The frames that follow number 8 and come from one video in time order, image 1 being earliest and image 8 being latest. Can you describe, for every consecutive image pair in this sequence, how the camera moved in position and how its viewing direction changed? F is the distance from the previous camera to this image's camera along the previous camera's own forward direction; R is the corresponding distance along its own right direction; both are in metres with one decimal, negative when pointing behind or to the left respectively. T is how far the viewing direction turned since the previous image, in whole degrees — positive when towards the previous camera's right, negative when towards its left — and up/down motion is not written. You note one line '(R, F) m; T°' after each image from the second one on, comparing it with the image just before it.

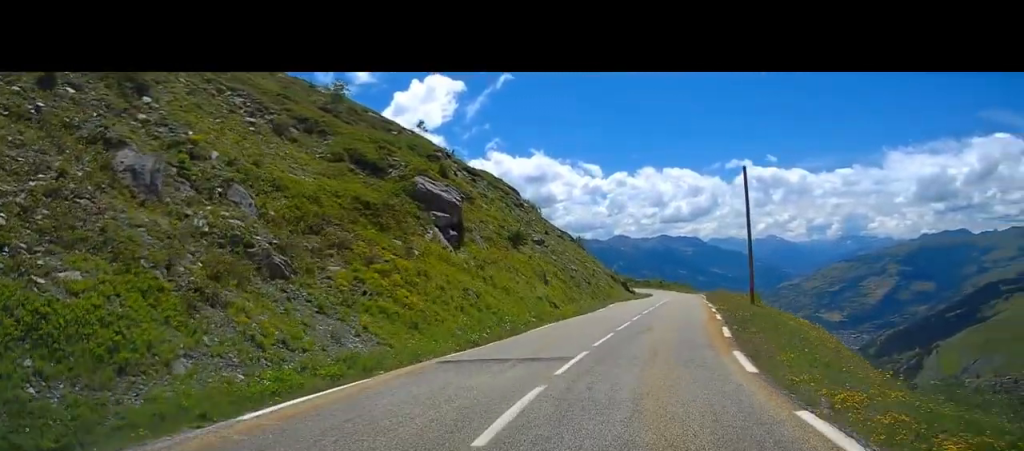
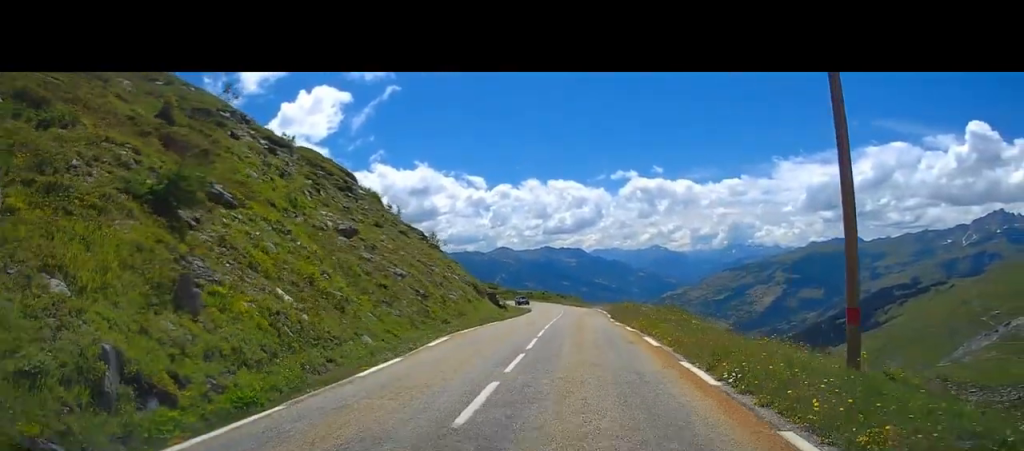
(+1.7, +20.6) m; +6°
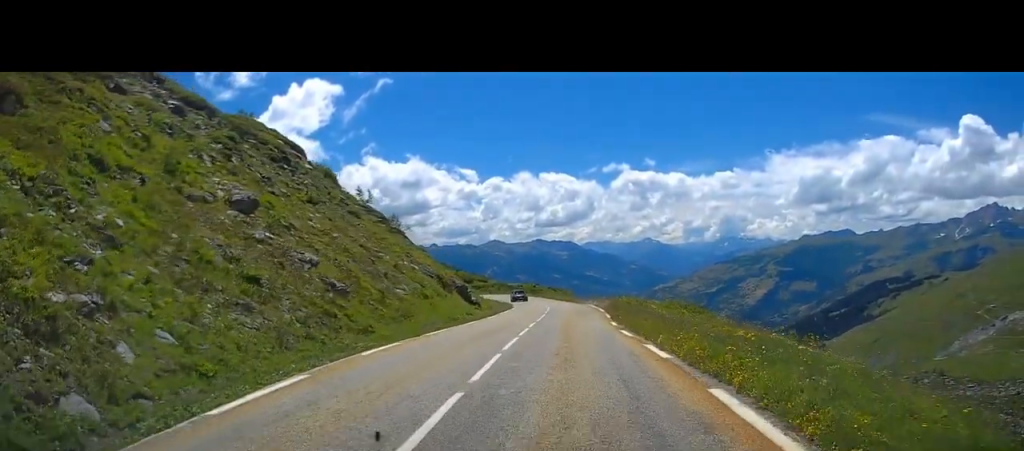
(+0.2, +10.3) m; +1°
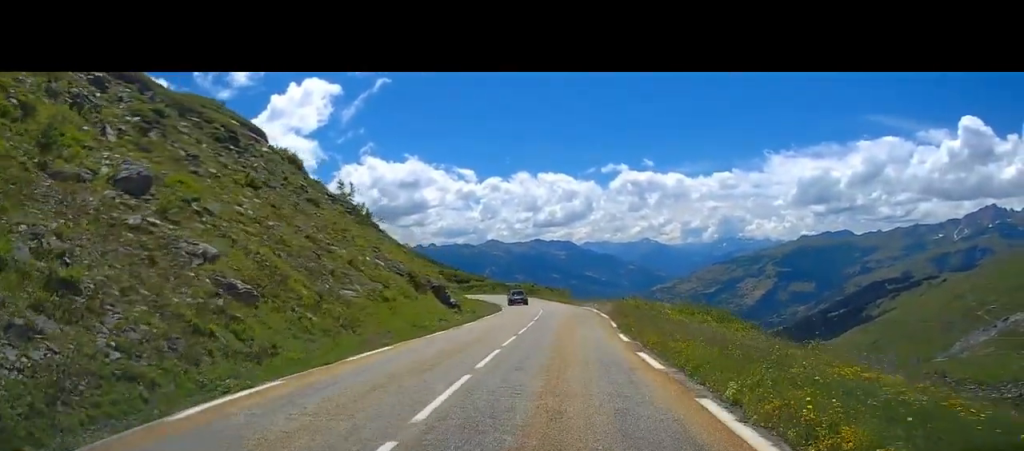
(0.0, +6.8) m; 0°
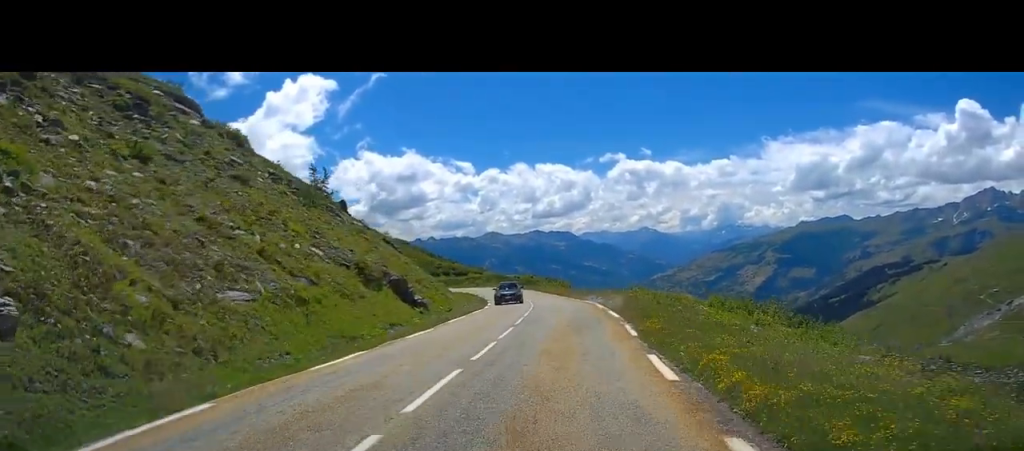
(-0.1, +8.6) m; 0°
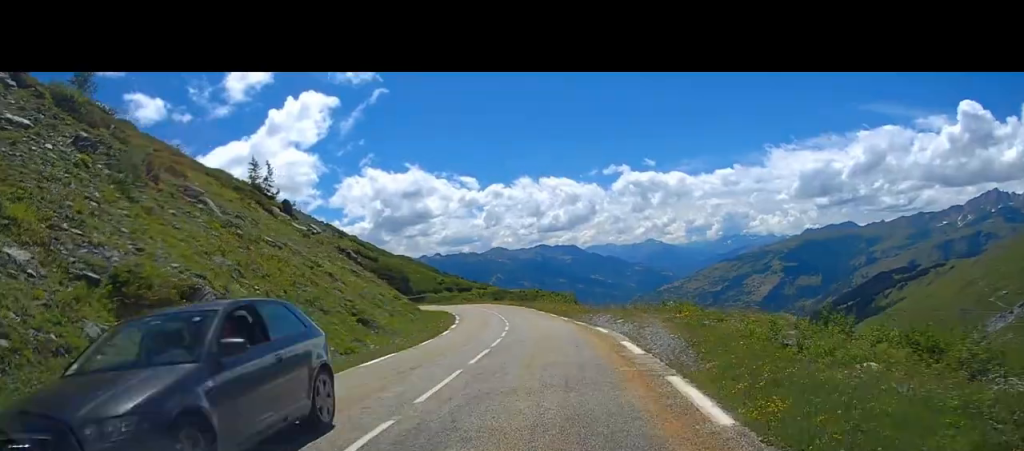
(-0.2, +16.4) m; -4°
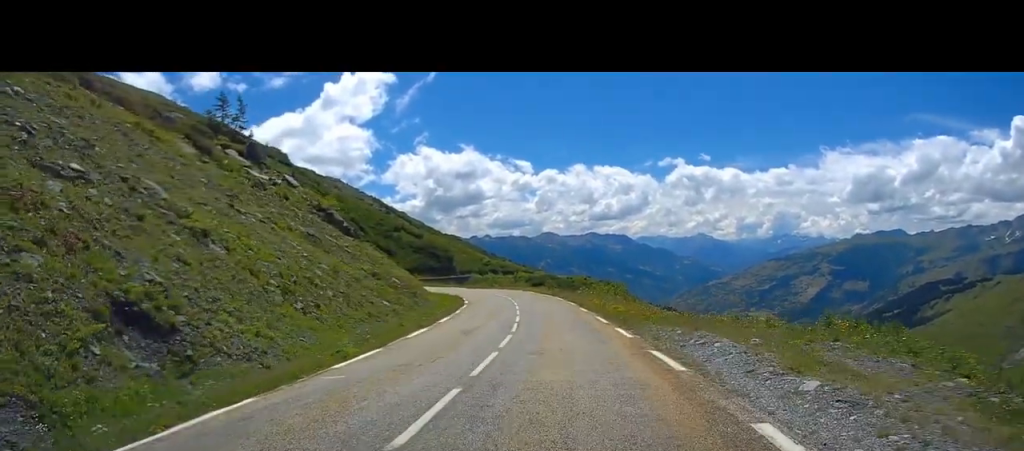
(-0.9, +16.7) m; -6°
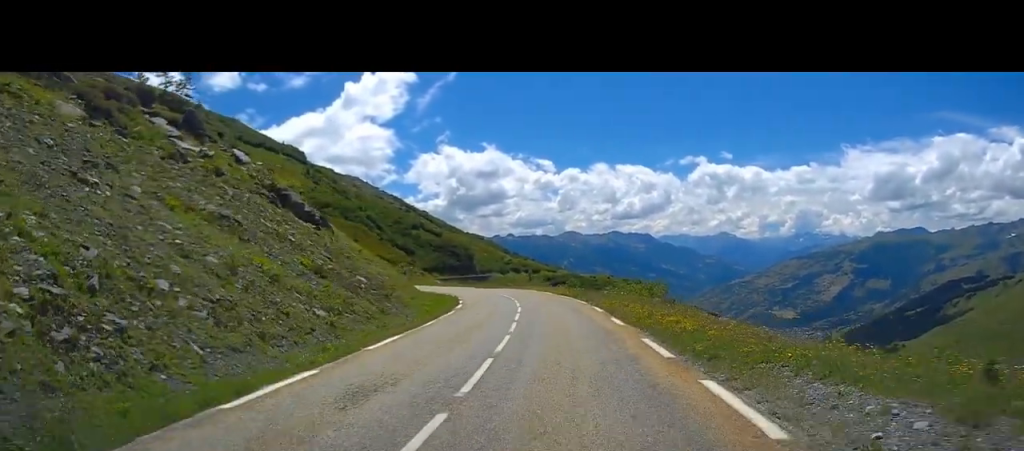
(-0.3, +11.2) m; -2°
